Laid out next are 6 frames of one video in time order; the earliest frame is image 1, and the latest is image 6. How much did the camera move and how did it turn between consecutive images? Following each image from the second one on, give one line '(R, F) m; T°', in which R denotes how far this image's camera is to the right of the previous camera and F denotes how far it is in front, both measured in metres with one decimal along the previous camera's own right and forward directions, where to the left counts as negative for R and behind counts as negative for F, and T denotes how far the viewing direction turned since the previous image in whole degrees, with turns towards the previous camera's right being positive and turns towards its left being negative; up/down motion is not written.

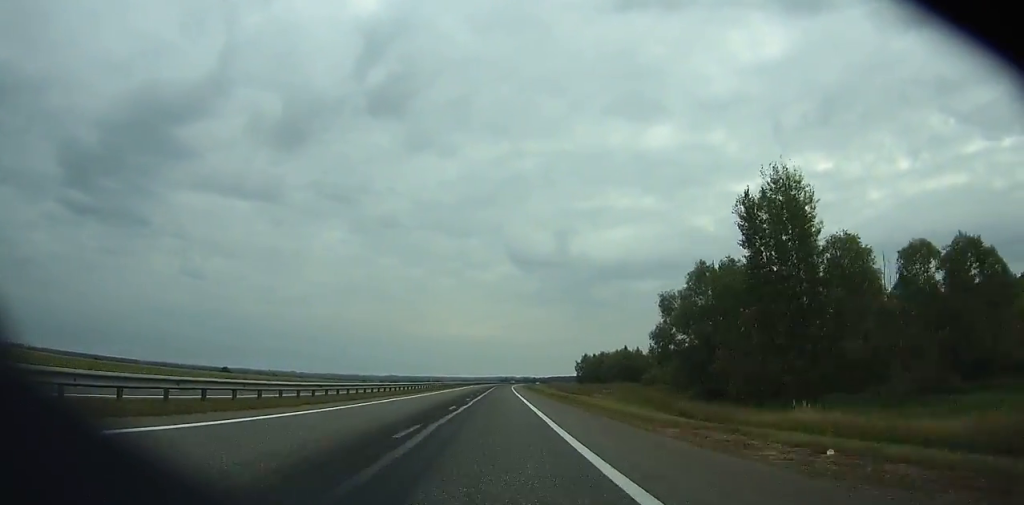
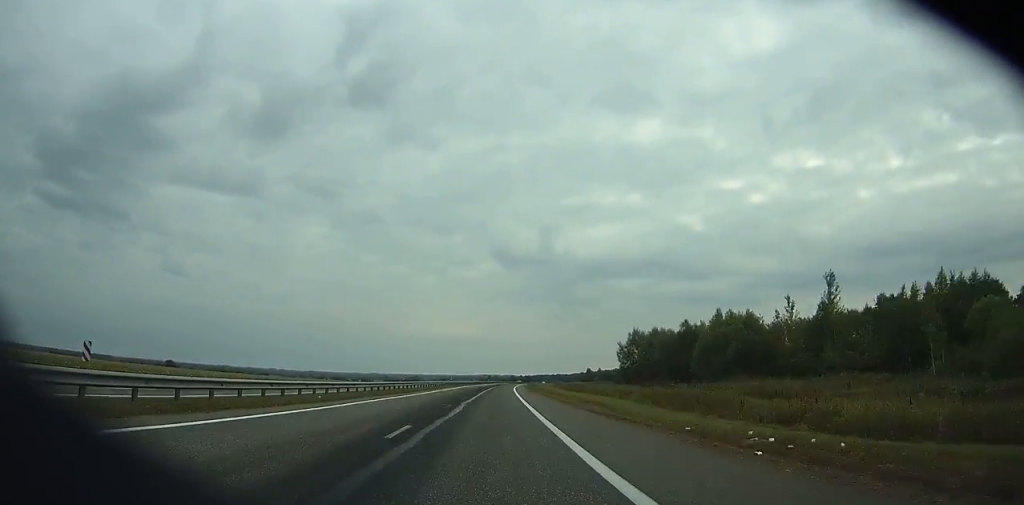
(+1.8, +95.3) m; +2°
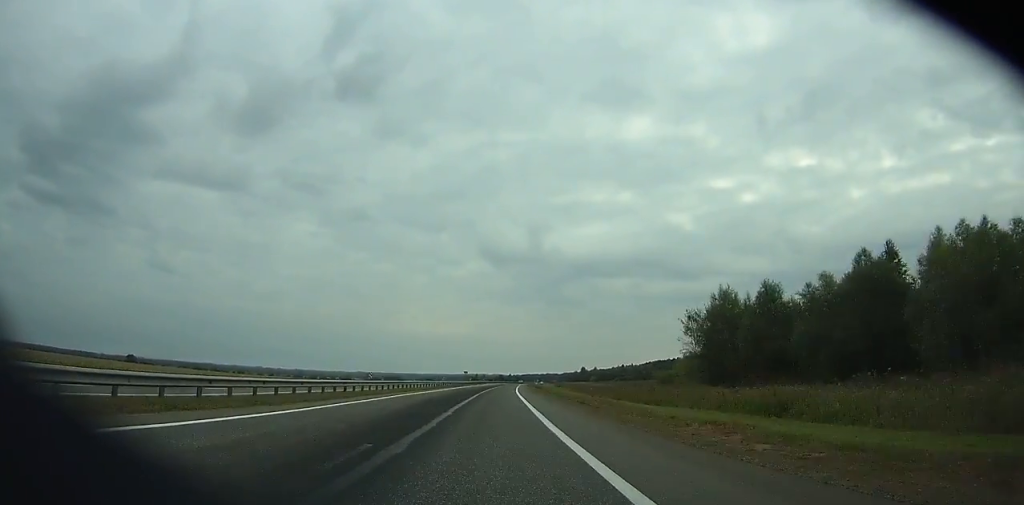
(+0.5, +51.9) m; +1°
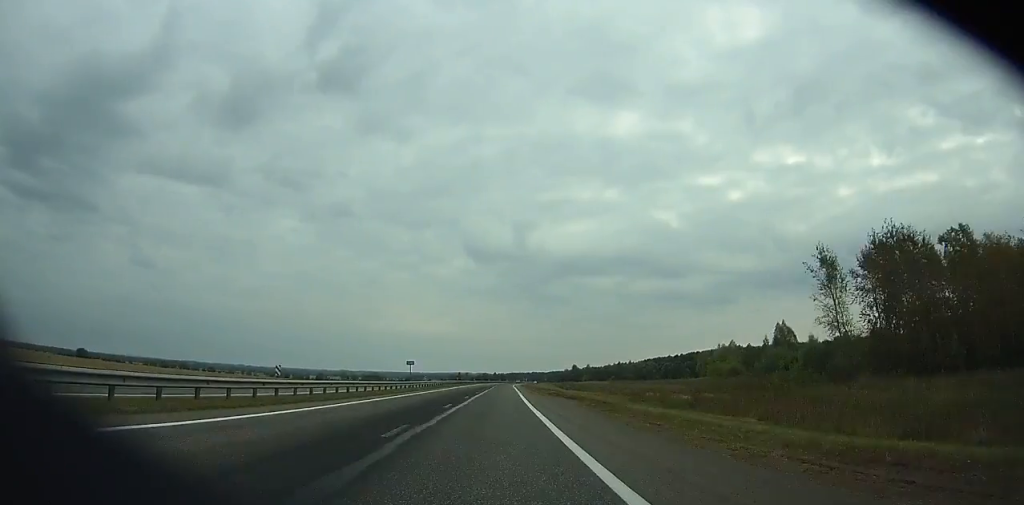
(+0.6, +54.5) m; +1°
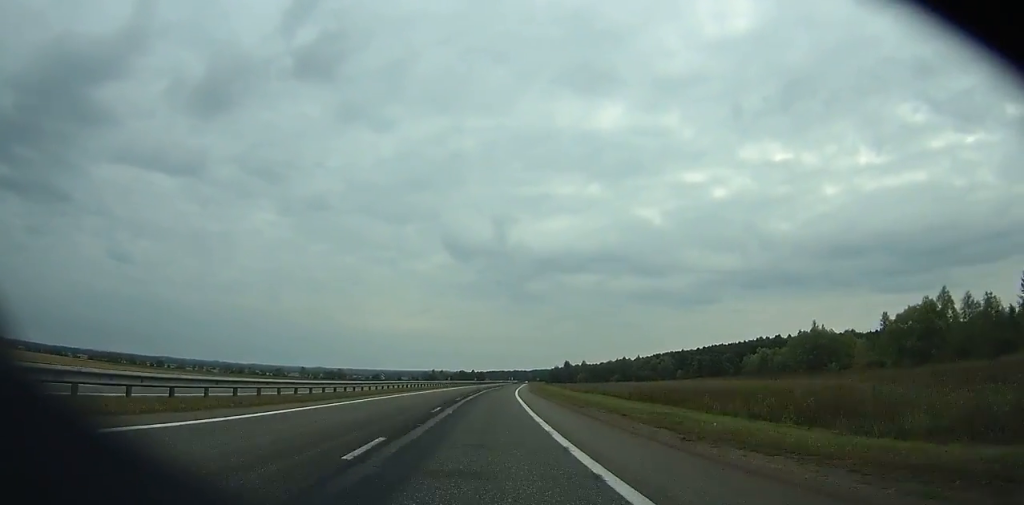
(+2.0, +99.4) m; +2°
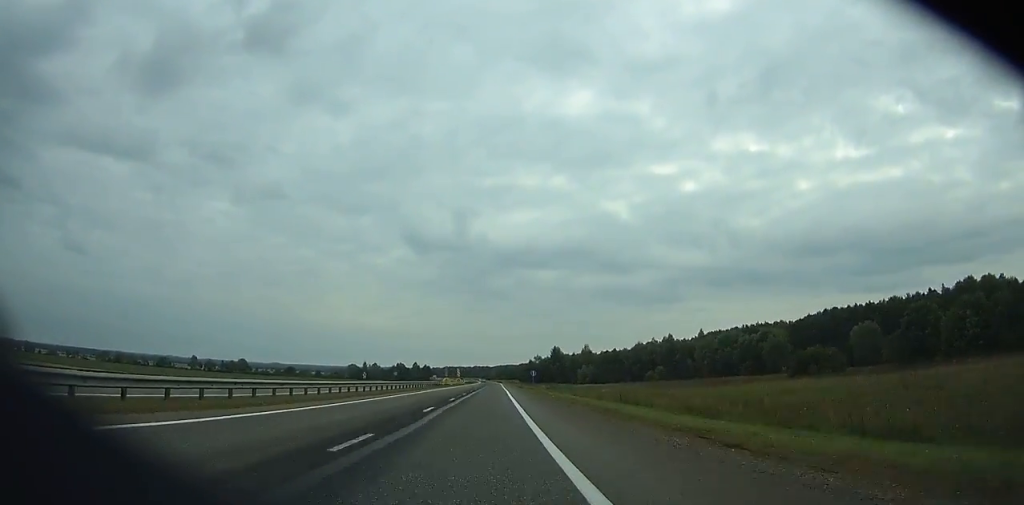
(+8.5, +202.2) m; +4°
